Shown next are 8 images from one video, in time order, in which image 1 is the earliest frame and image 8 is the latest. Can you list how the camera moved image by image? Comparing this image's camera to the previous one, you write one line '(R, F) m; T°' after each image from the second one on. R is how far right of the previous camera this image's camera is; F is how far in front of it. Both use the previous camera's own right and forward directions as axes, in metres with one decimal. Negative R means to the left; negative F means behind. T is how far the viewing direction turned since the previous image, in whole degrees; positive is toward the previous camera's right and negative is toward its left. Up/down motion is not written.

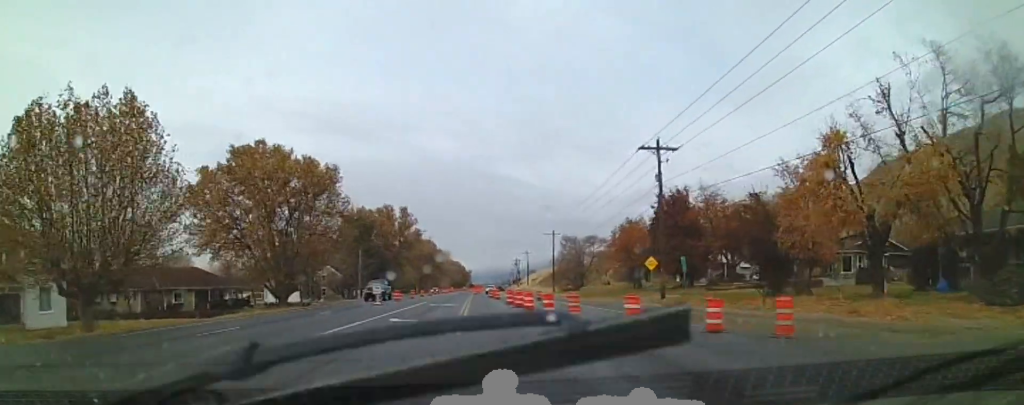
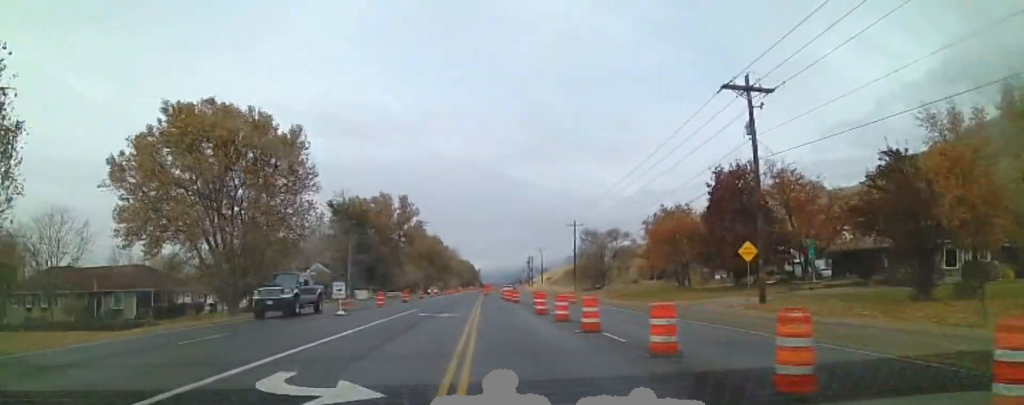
(0.0, +13.7) m; 0°
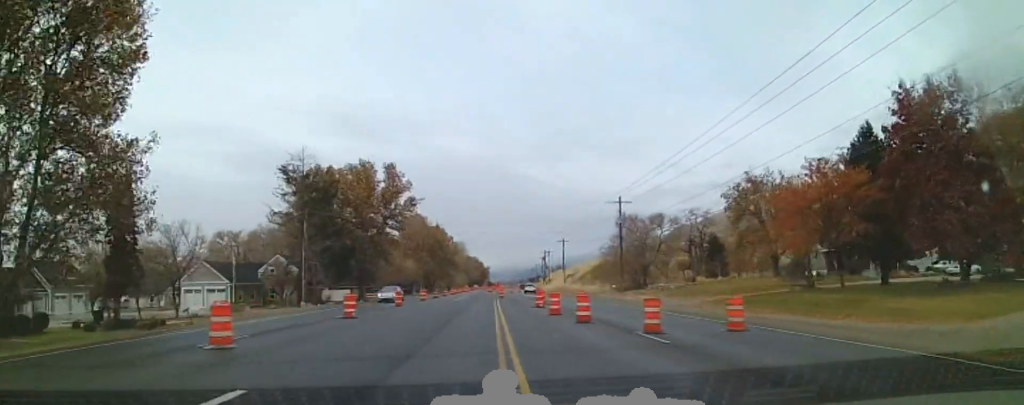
(0.0, +24.8) m; 0°
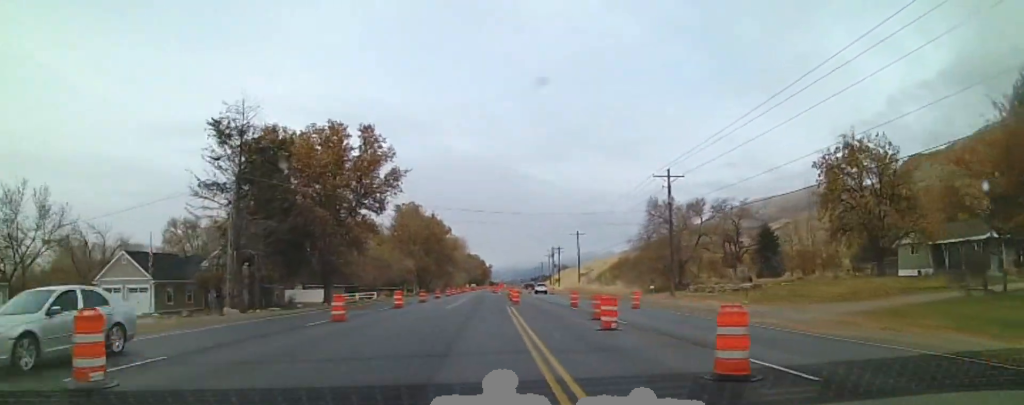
(0.0, +17.7) m; 0°
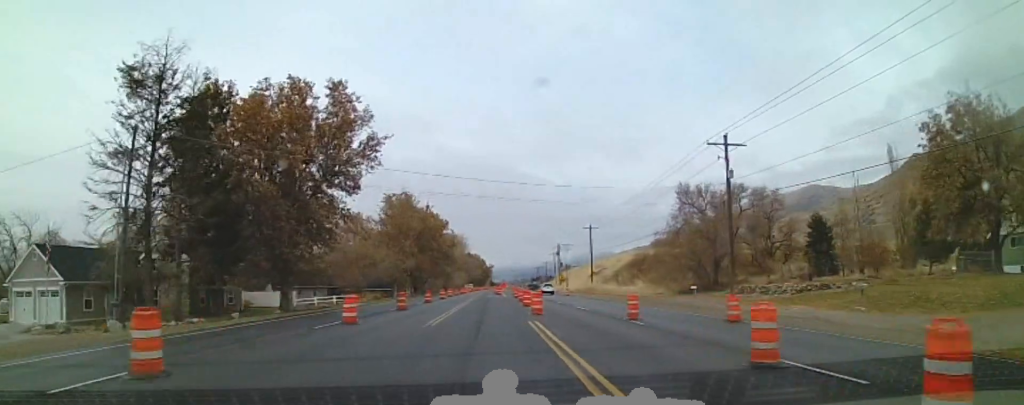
(0.0, +13.0) m; -1°
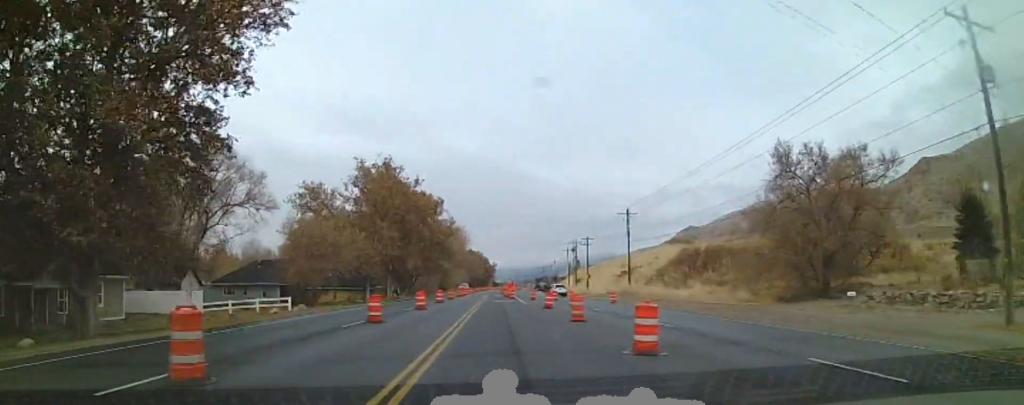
(-0.2, +24.4) m; 0°
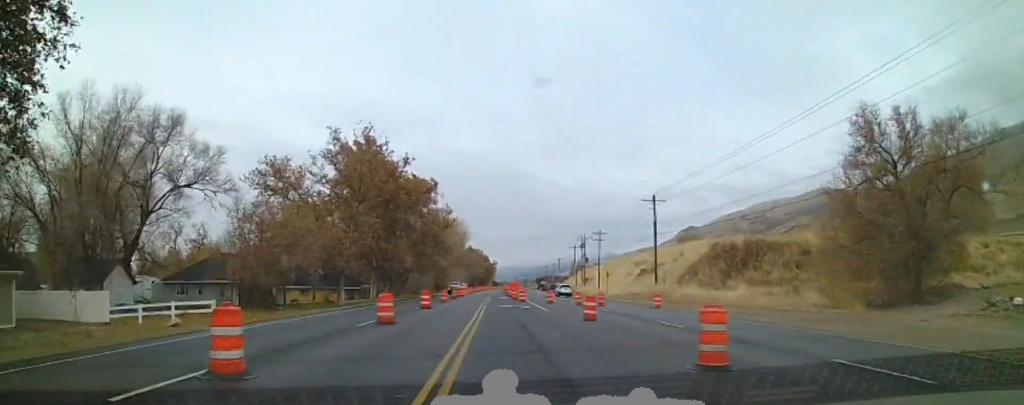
(+0.1, +12.4) m; 0°
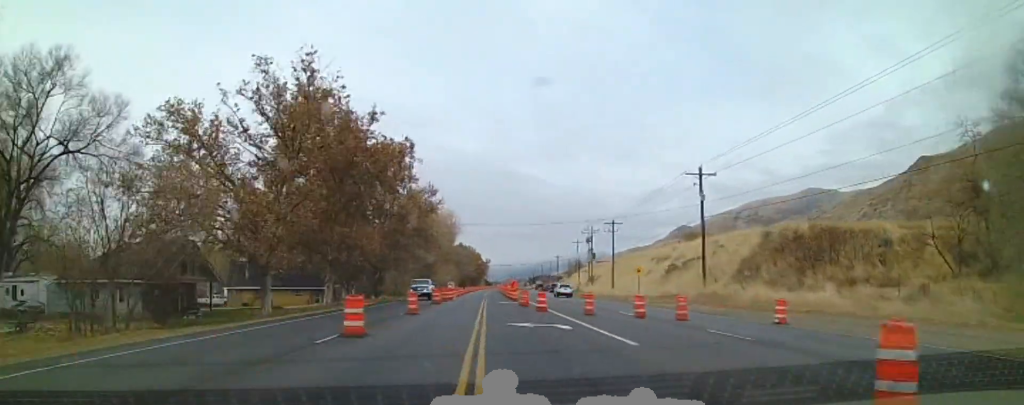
(-0.1, +17.0) m; -1°
